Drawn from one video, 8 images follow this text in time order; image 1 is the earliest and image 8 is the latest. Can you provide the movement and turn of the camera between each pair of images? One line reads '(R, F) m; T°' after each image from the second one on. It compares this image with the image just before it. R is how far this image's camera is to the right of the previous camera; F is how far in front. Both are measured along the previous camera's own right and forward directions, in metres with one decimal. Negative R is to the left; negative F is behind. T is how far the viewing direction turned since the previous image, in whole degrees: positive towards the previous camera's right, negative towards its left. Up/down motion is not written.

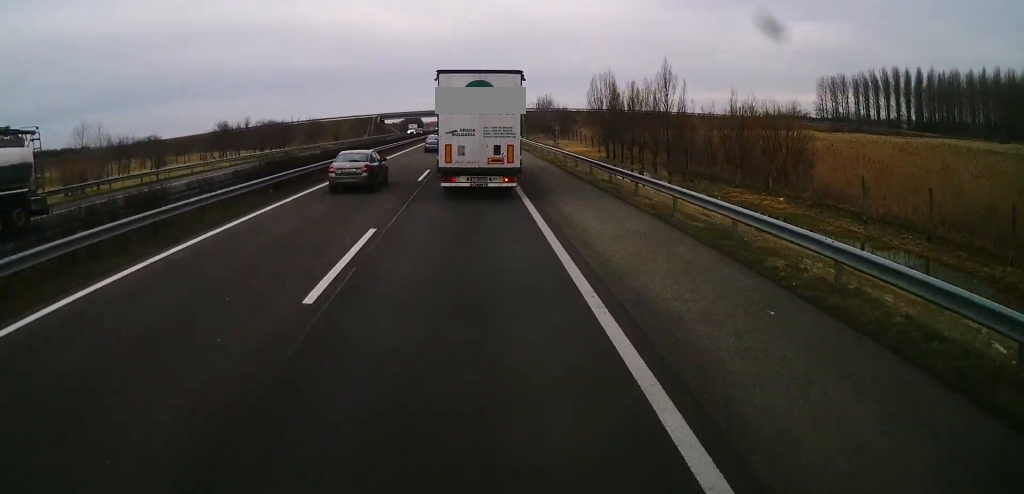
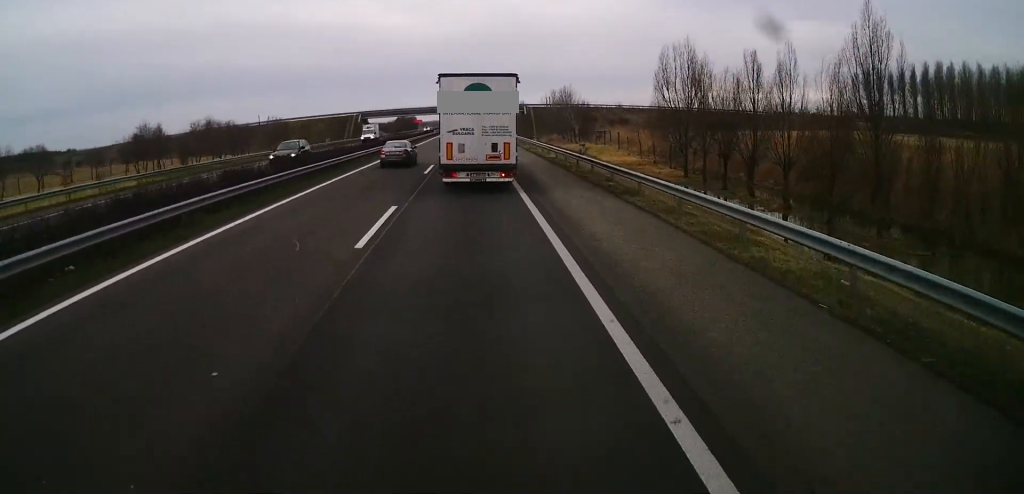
(-0.1, +32.3) m; 0°
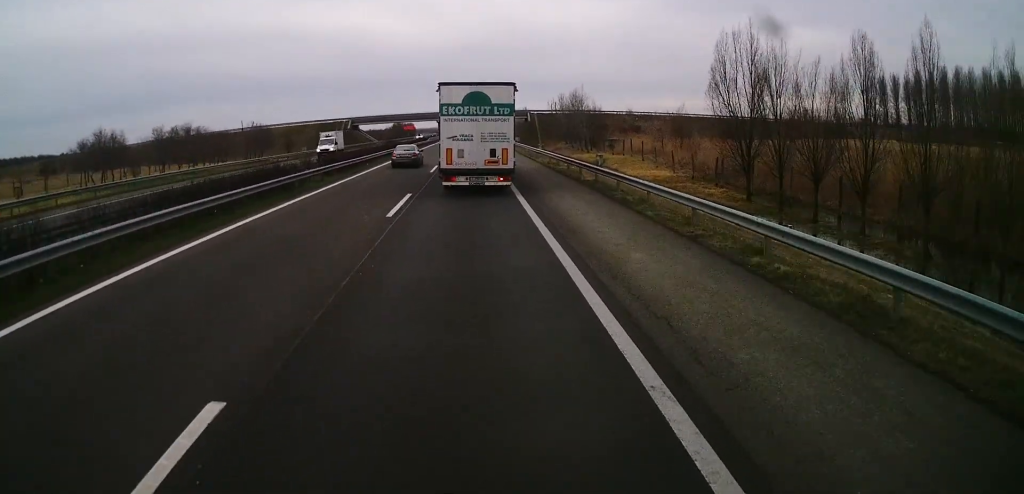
(0.0, +13.0) m; 0°
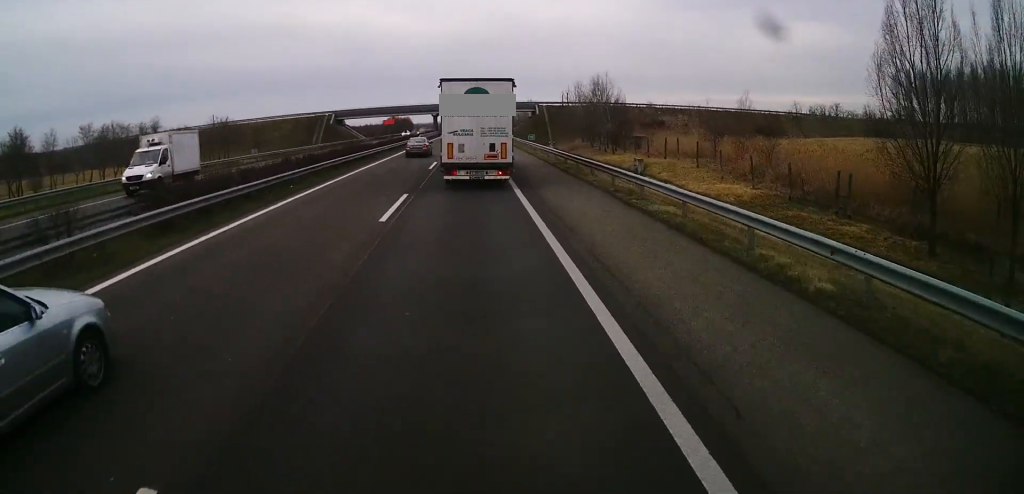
(+0.1, +19.2) m; 0°
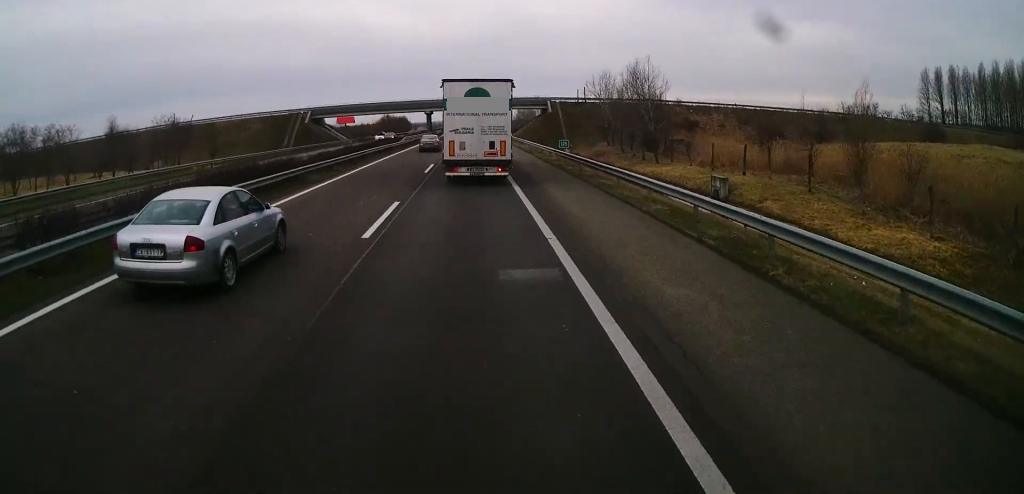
(-0.1, +20.8) m; 0°
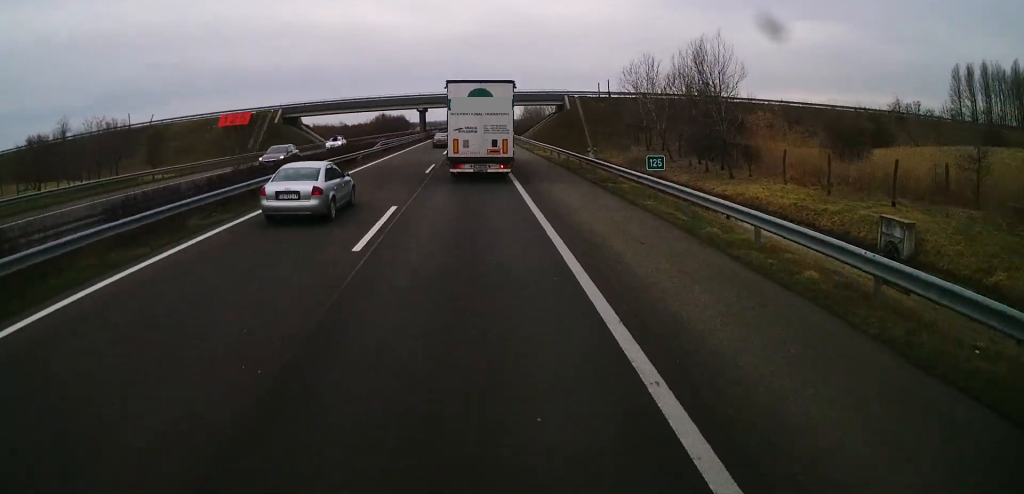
(-0.2, +19.2) m; 0°
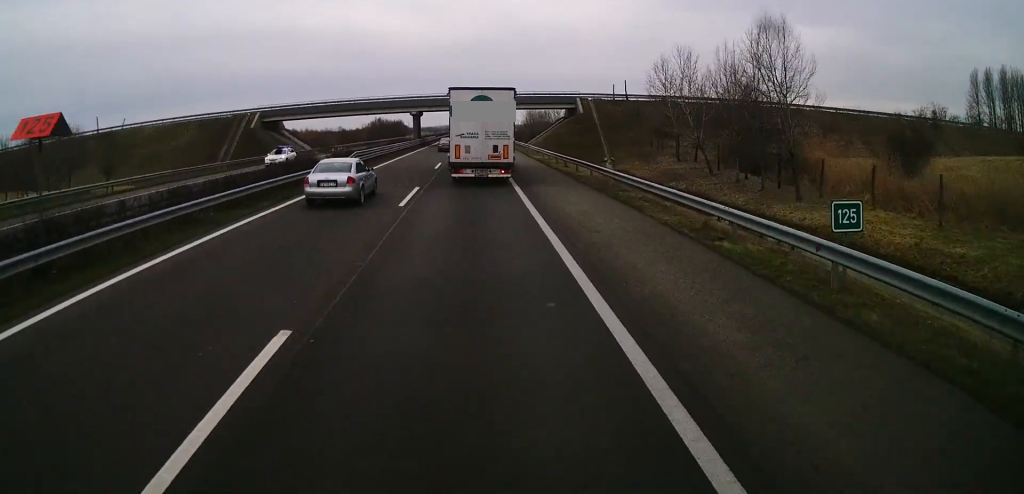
(+0.3, +10.7) m; 0°
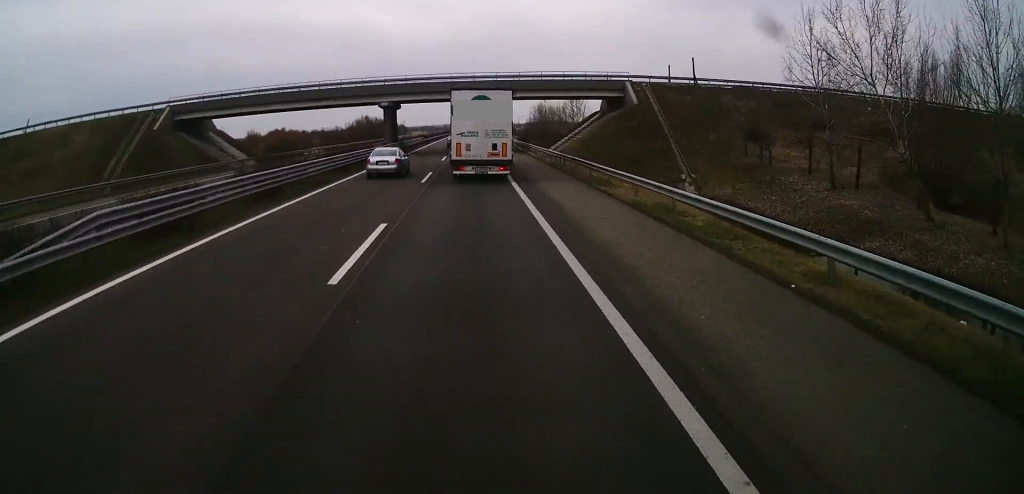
(-0.1, +27.7) m; 0°
